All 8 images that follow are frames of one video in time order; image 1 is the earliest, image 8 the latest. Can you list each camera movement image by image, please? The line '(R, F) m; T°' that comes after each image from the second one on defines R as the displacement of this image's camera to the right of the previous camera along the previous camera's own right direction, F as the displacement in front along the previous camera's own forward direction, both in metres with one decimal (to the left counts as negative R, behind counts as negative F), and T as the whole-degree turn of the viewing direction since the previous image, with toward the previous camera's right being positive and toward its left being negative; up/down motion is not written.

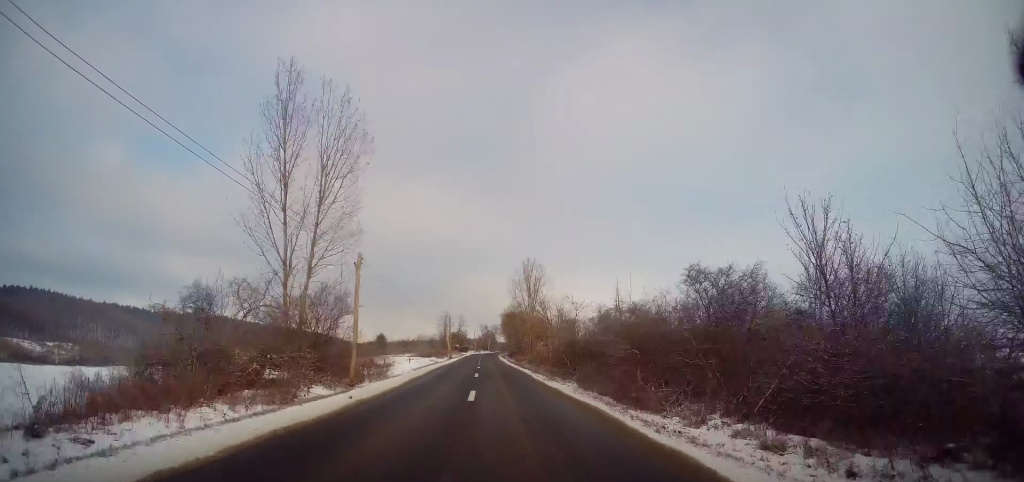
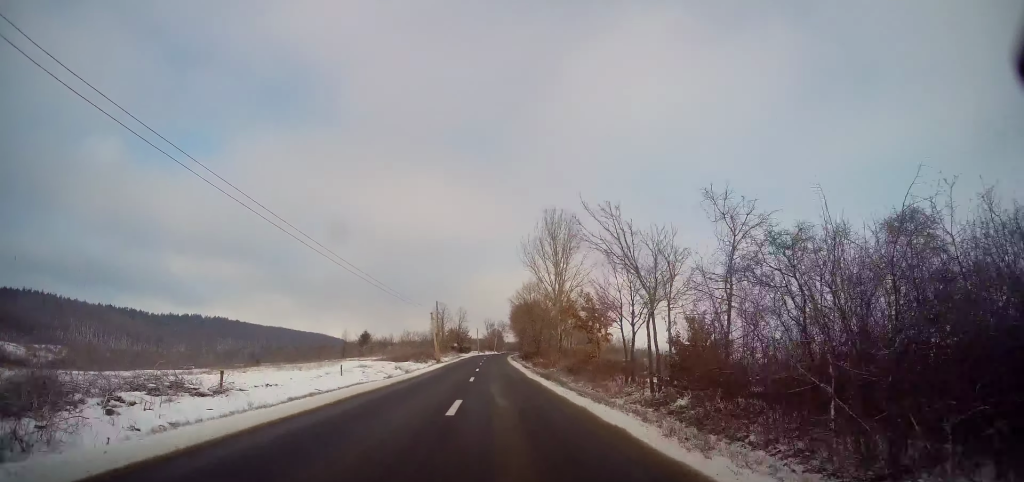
(-0.4, +26.2) m; -1°
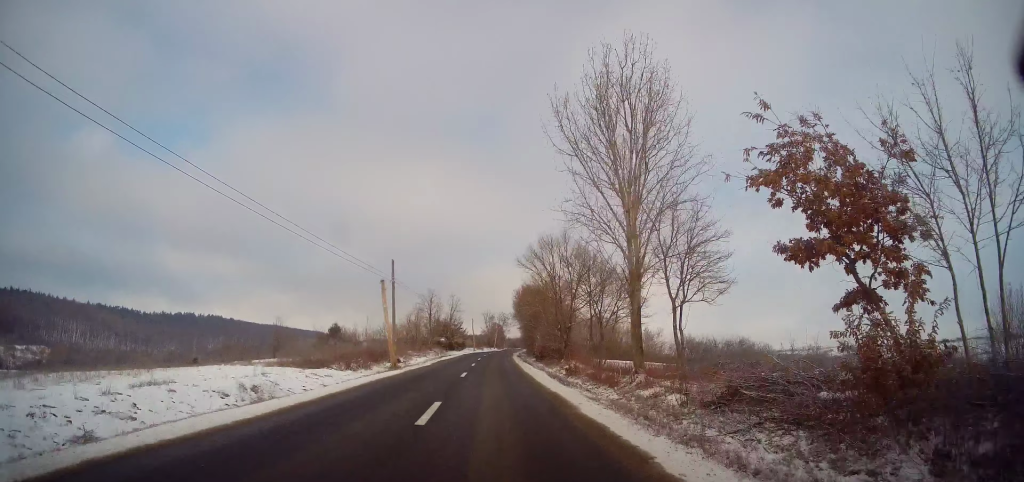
(+0.1, +24.9) m; 0°
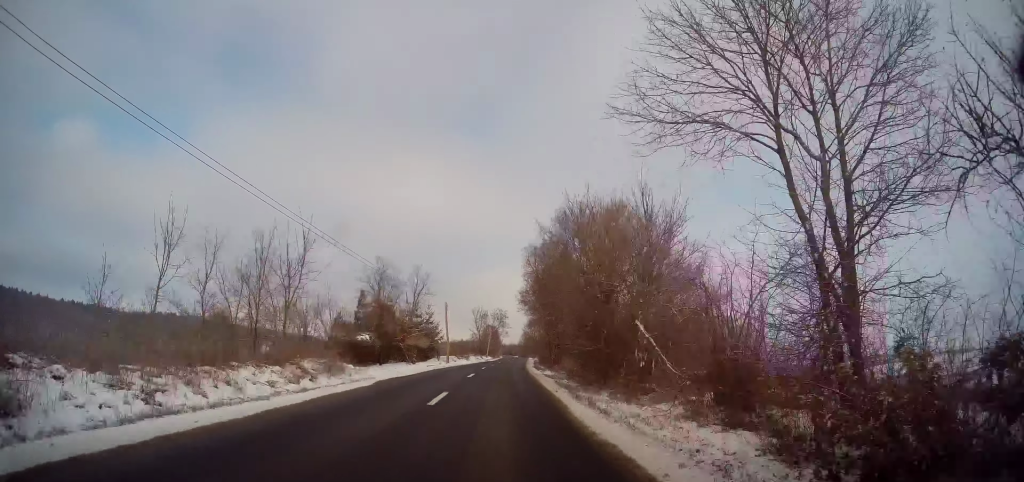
(-0.1, +43.7) m; +1°
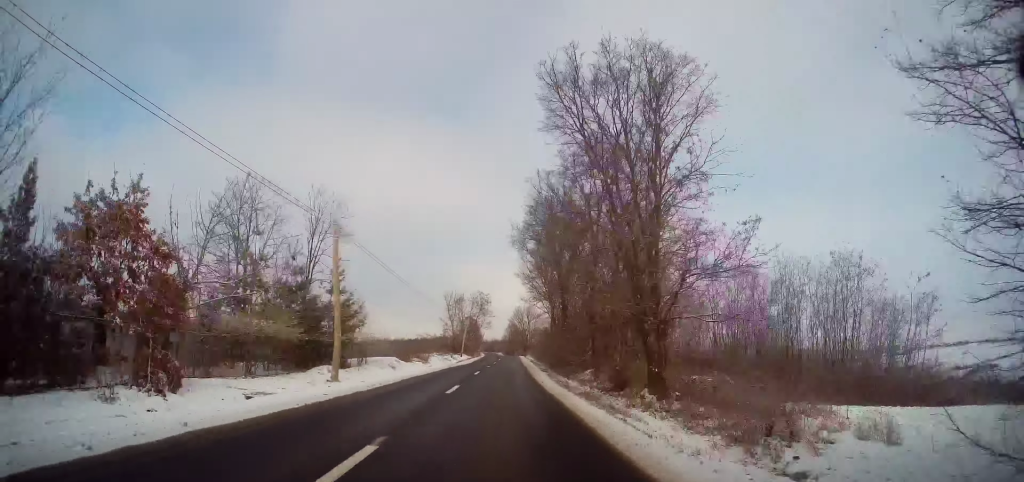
(+0.4, +31.1) m; +2°
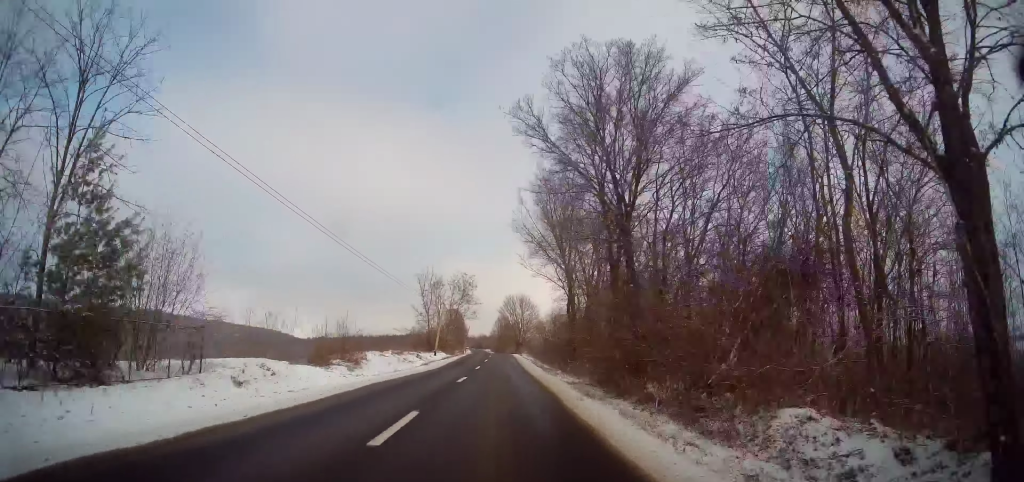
(+0.3, +20.2) m; +1°
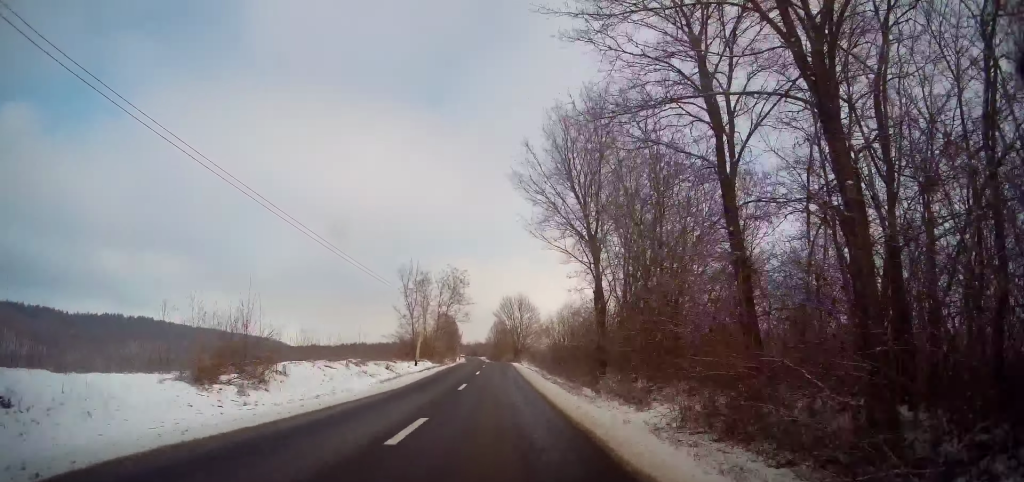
(+0.1, +10.9) m; 0°
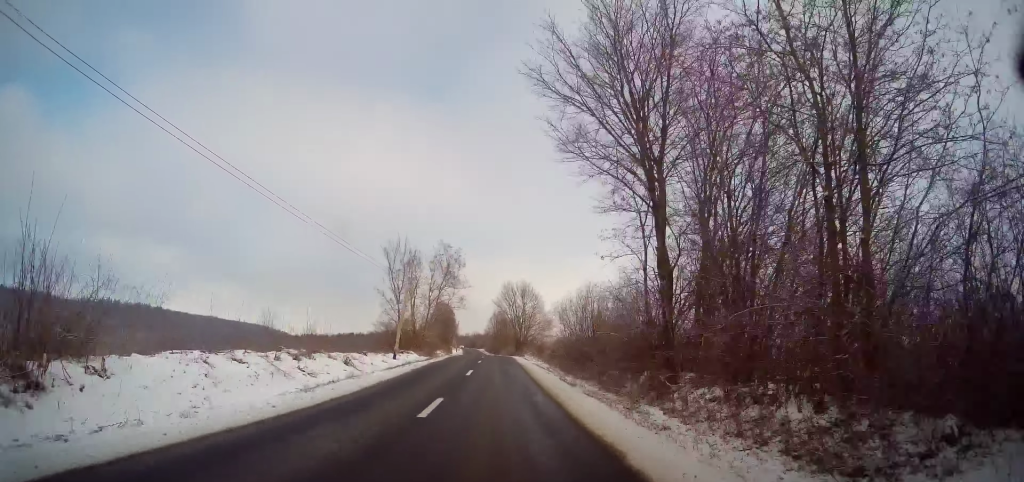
(+0.1, +9.3) m; 0°
